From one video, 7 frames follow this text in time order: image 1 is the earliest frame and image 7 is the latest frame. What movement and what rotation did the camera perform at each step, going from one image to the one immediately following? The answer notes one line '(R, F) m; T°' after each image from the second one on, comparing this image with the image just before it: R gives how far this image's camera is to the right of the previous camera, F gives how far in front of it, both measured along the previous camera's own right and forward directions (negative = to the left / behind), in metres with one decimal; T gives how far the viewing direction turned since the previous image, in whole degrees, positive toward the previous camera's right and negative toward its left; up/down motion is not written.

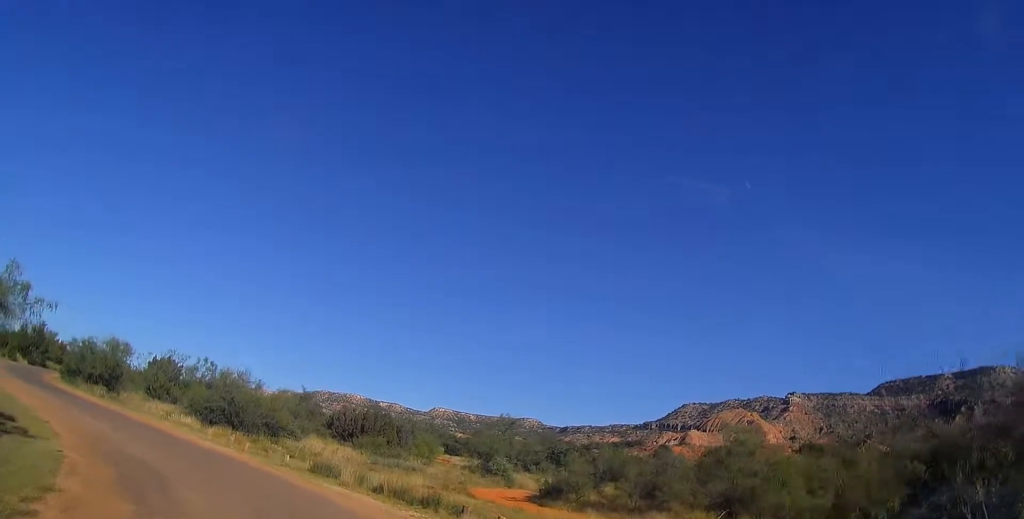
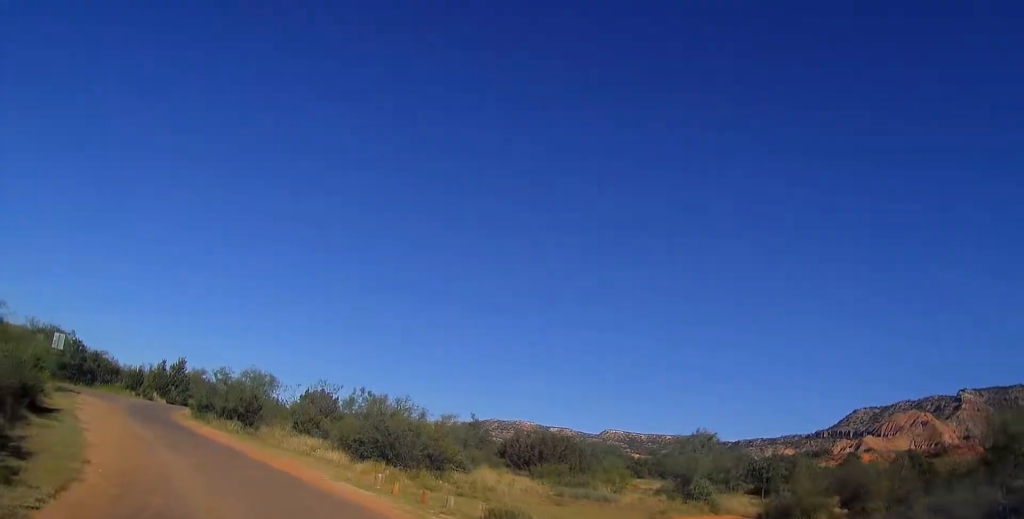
(-0.7, +6.6) m; -13°
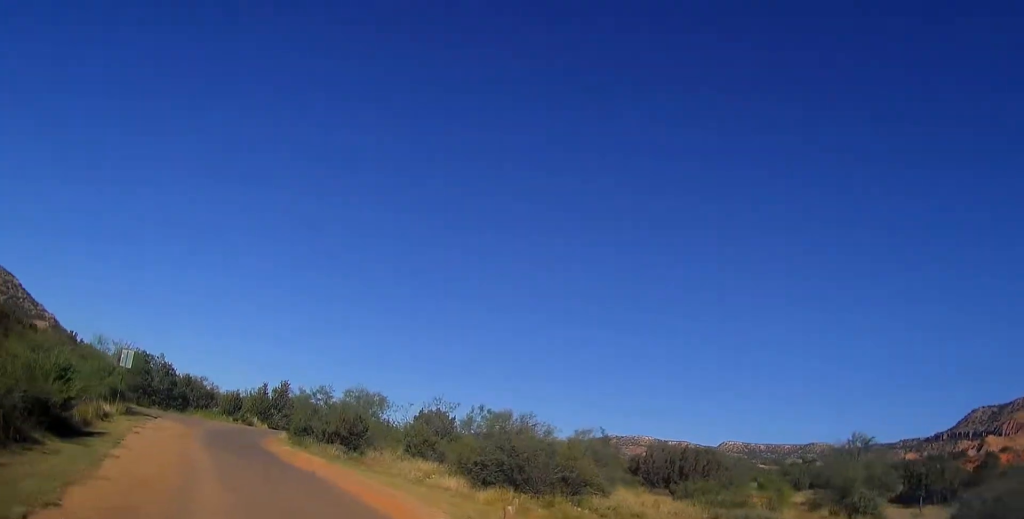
(-0.2, +5.3) m; -9°
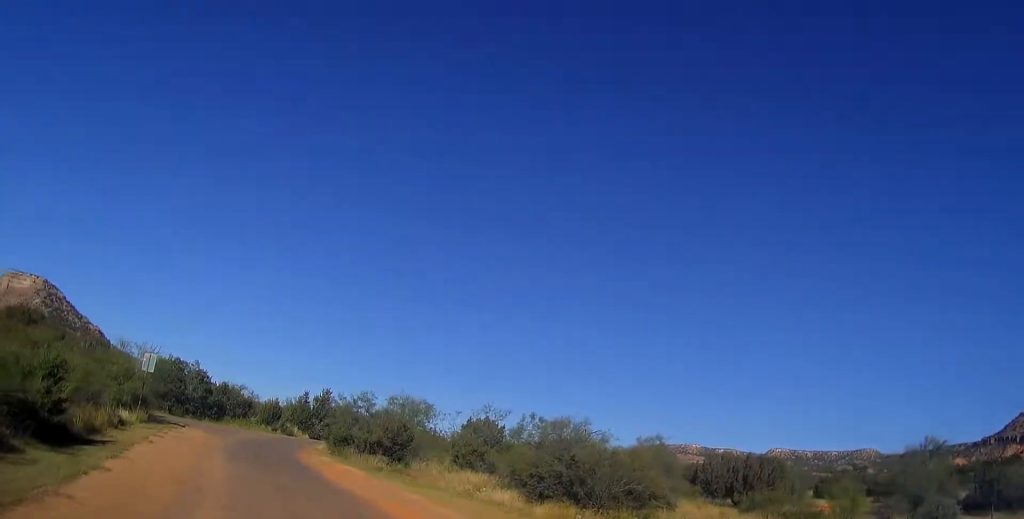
(-0.3, +2.6) m; -5°
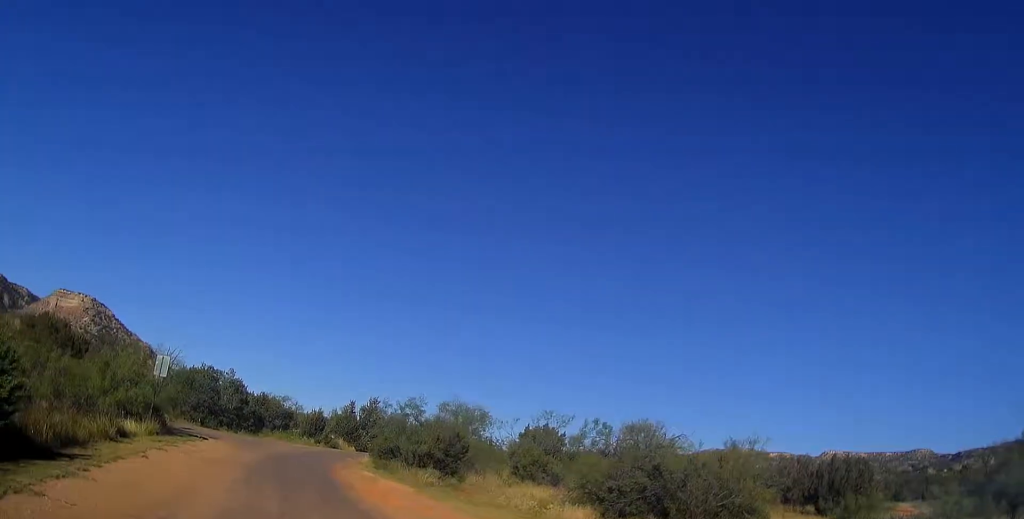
(-0.3, +4.0) m; -6°
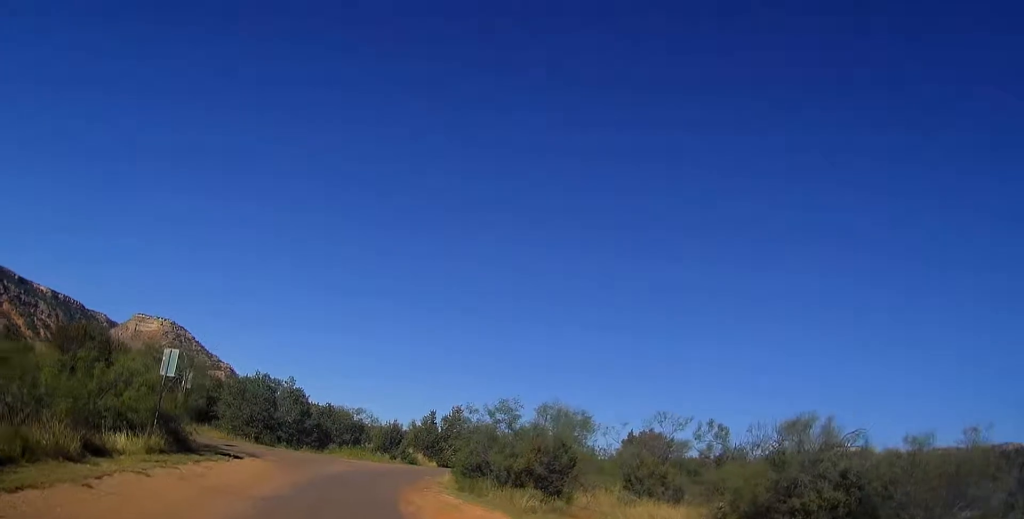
(-0.3, +6.6) m; -4°
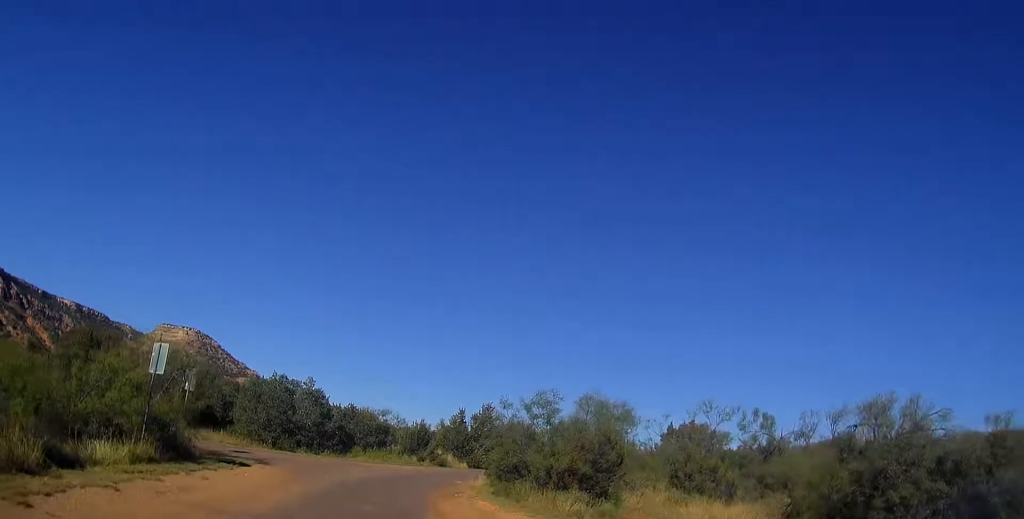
(0.0, +2.5) m; -1°
